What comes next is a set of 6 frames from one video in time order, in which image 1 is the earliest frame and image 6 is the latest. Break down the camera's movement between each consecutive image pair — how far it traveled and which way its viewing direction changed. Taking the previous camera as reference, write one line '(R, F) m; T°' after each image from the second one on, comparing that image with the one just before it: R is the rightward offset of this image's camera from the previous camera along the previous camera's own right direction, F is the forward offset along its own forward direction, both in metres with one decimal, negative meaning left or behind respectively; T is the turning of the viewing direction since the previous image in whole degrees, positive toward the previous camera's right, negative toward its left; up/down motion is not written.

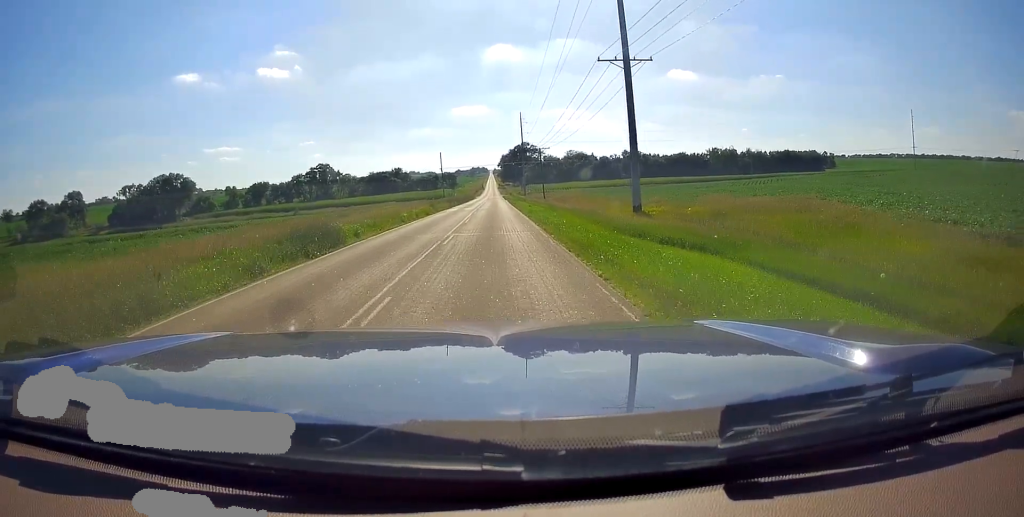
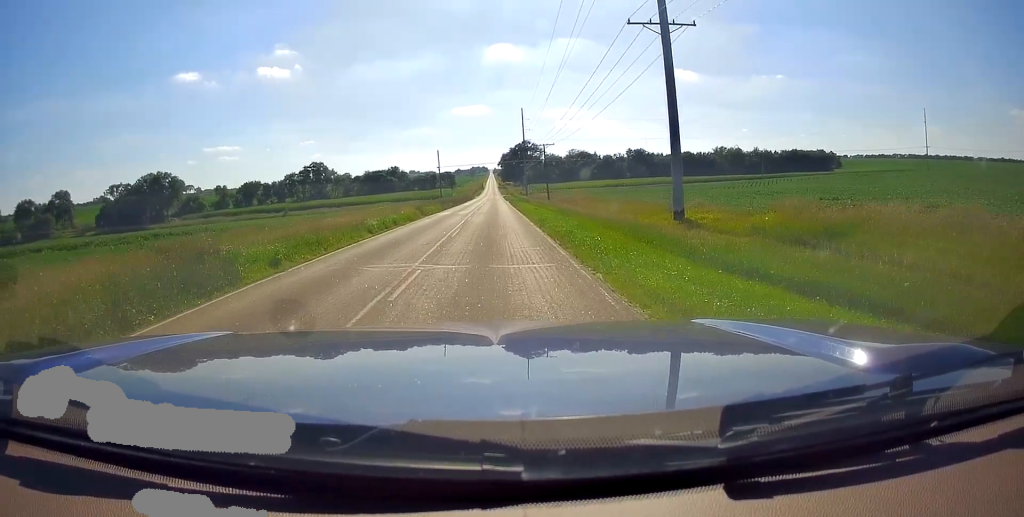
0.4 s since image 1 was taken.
(0.0, +8.7) m; 0°
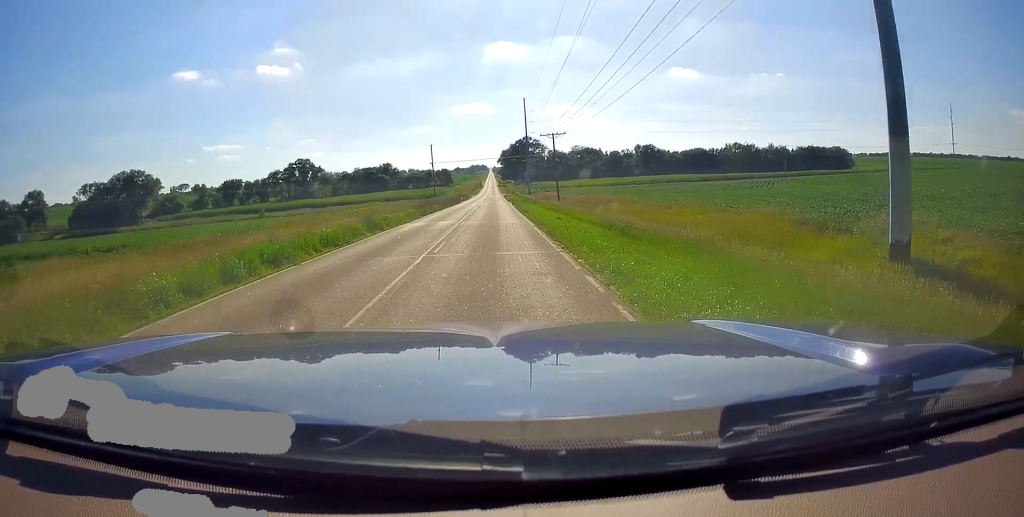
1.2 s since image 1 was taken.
(0.0, +17.0) m; 0°
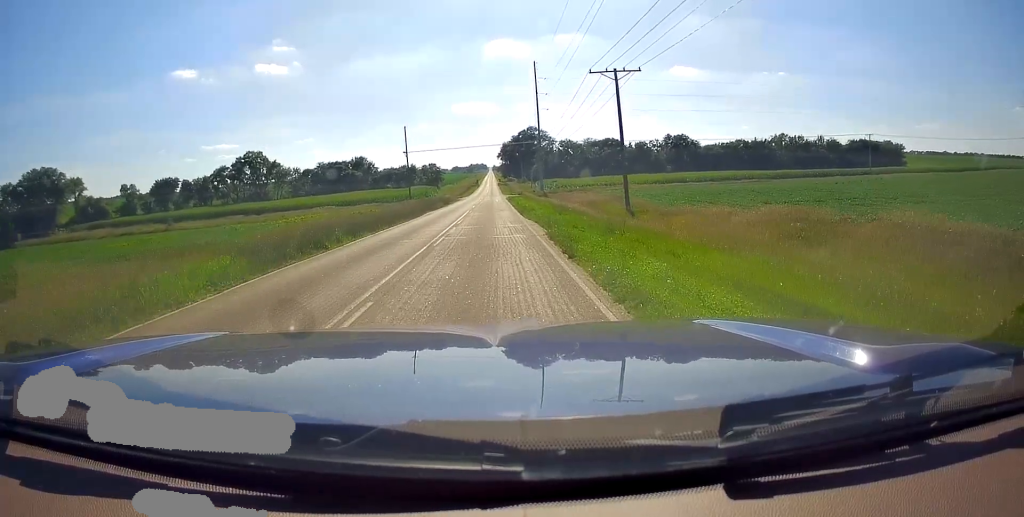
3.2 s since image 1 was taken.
(0.0, +45.2) m; 0°
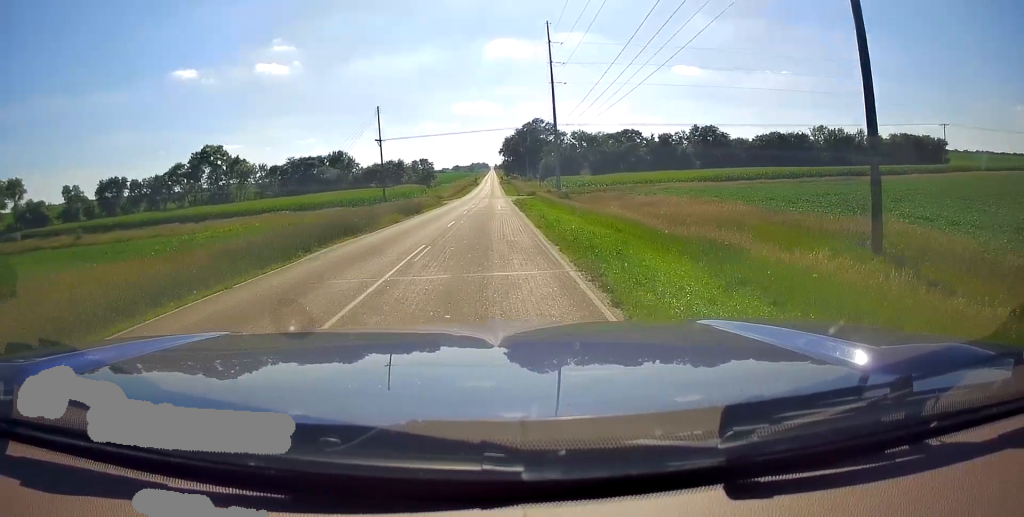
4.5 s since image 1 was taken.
(+0.4, +27.5) m; +1°
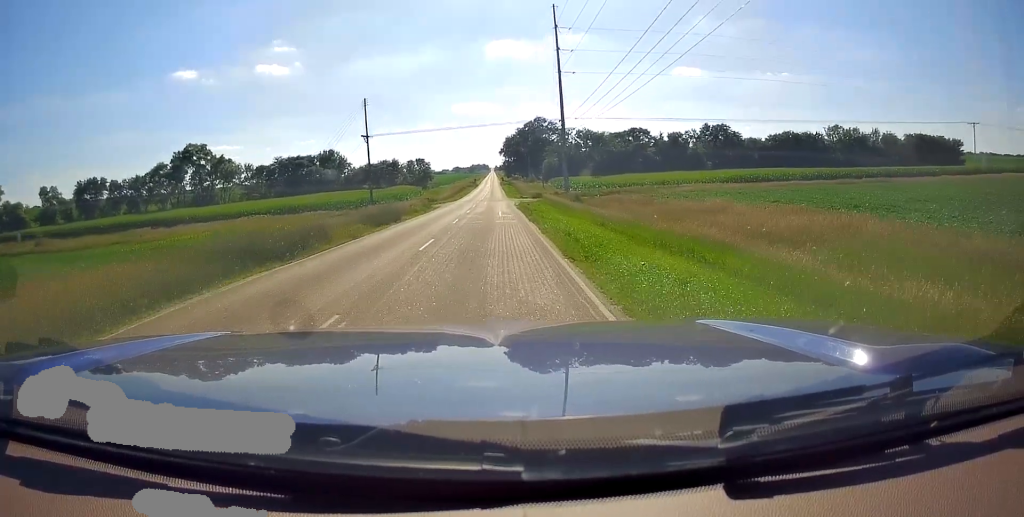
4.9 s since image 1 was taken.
(+0.2, +9.2) m; 0°
